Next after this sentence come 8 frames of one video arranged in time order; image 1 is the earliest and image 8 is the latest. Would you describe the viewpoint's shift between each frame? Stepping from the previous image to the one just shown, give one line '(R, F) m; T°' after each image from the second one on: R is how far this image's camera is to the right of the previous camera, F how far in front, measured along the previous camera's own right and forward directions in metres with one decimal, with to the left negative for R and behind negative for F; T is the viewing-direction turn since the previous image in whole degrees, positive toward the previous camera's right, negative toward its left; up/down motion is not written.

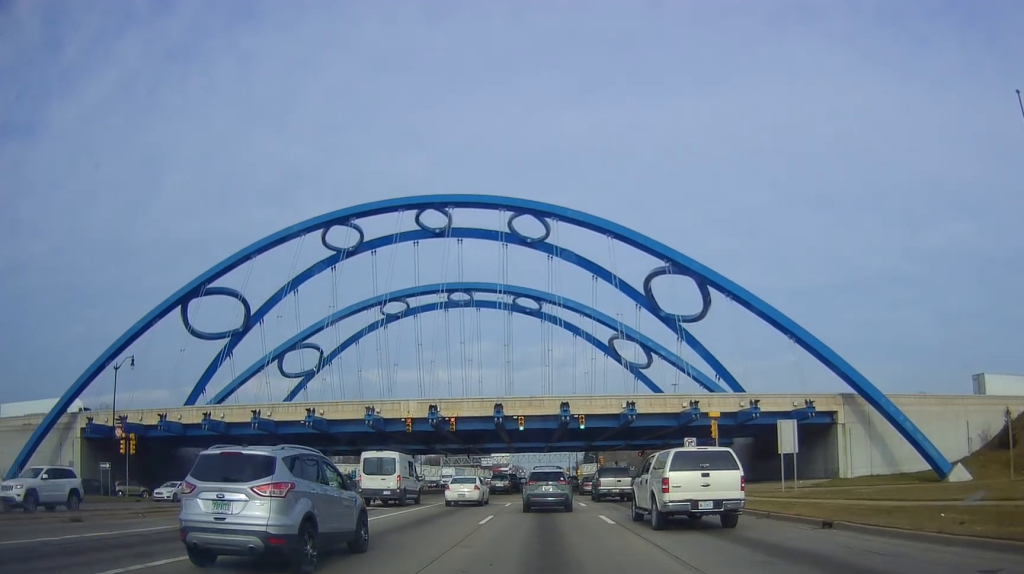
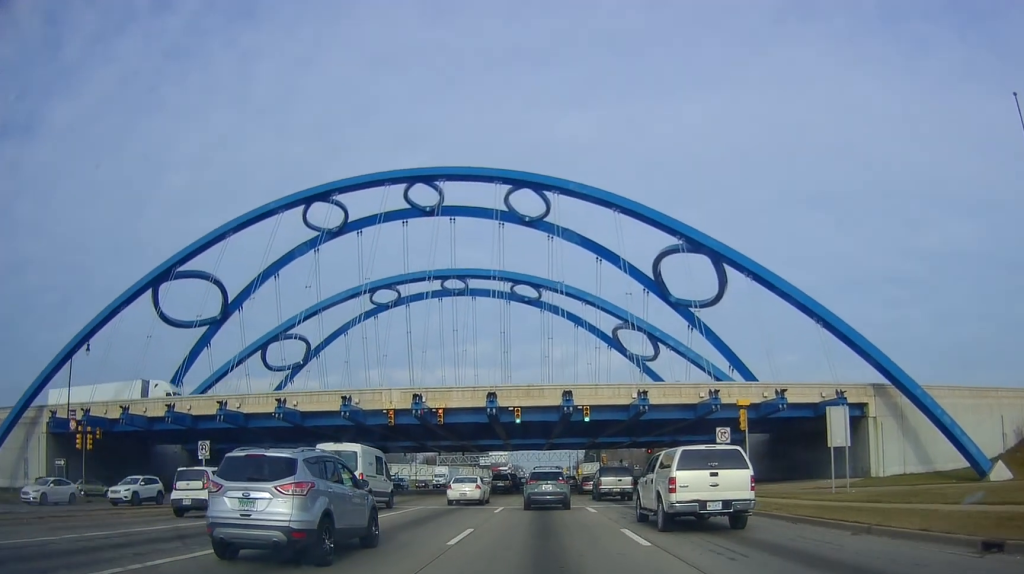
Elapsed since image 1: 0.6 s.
(0.0, +6.2) m; 0°
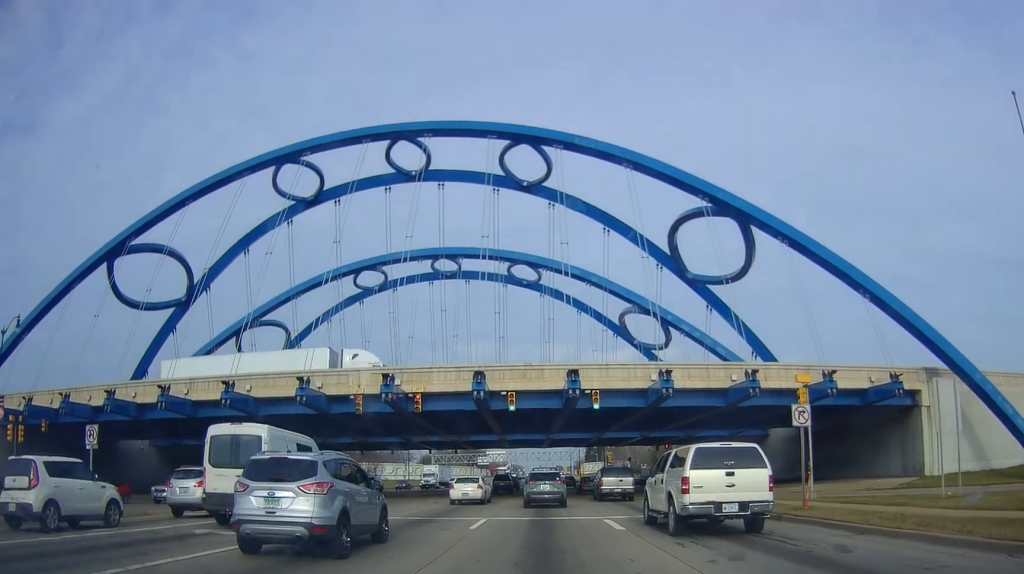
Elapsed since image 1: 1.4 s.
(0.0, +8.3) m; 0°
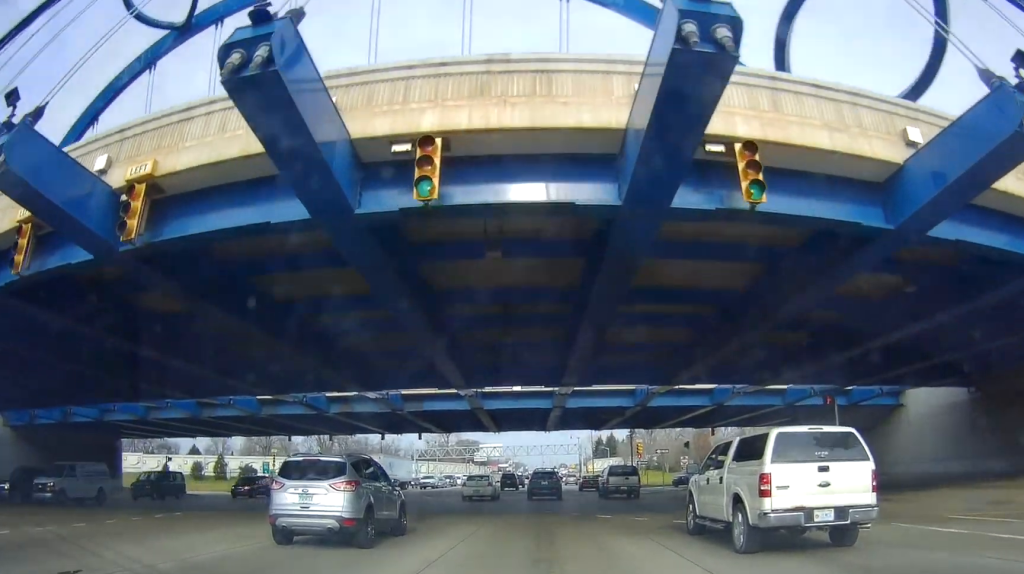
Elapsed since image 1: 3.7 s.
(0.0, +29.9) m; 0°
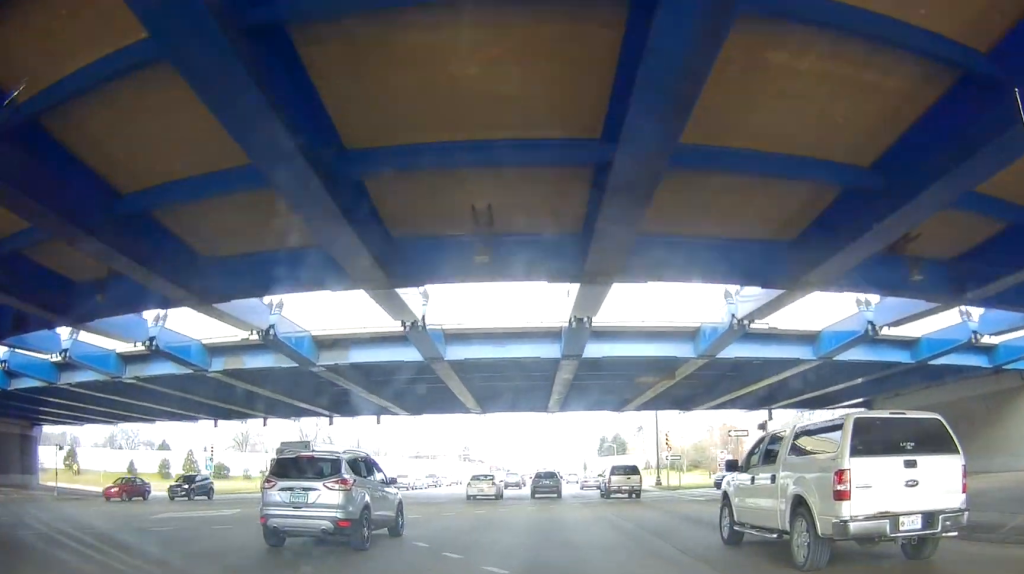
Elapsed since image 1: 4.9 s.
(0.0, +16.3) m; -2°
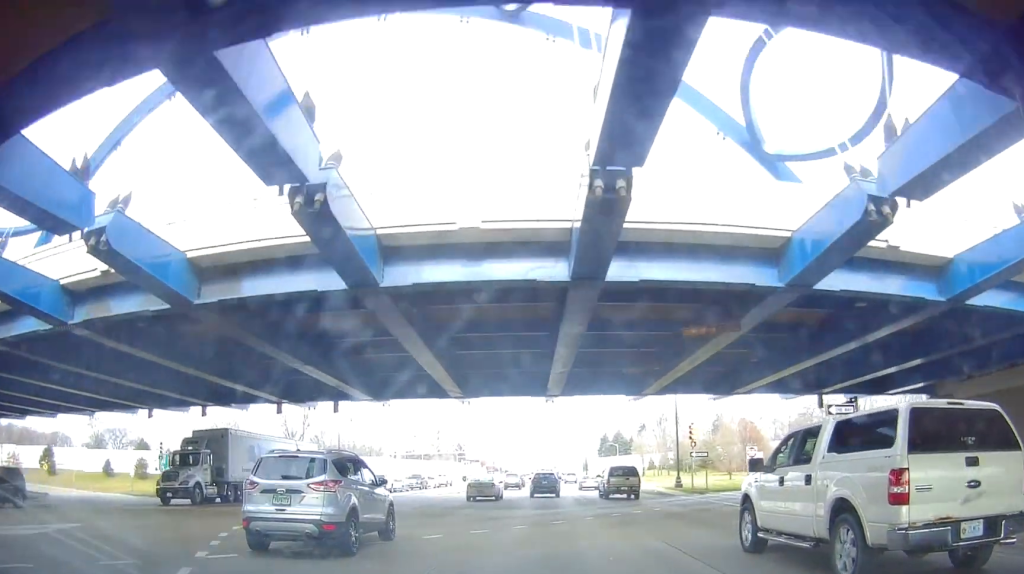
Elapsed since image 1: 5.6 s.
(-0.1, +9.4) m; -2°
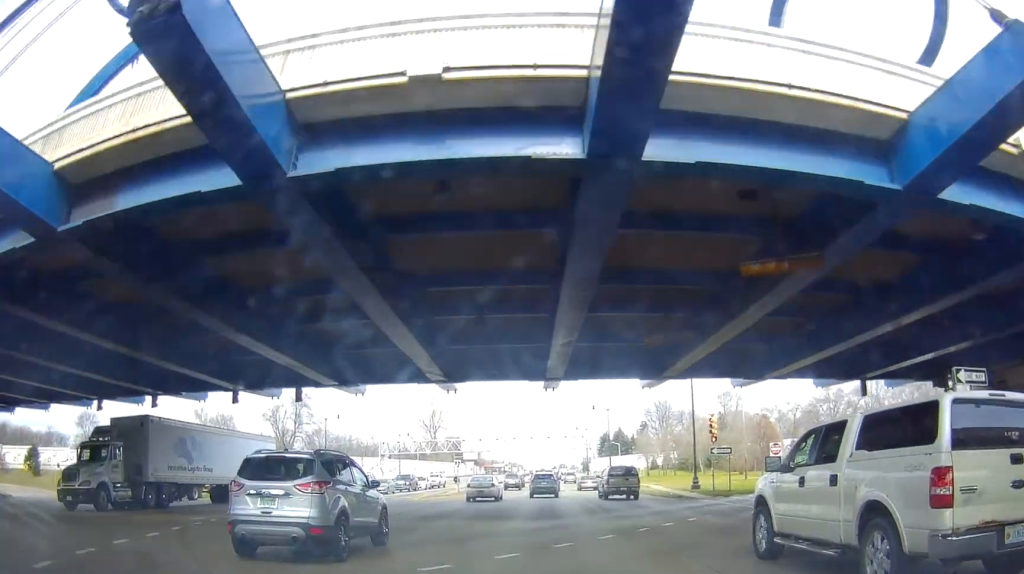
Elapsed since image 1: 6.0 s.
(-0.3, +5.8) m; 0°
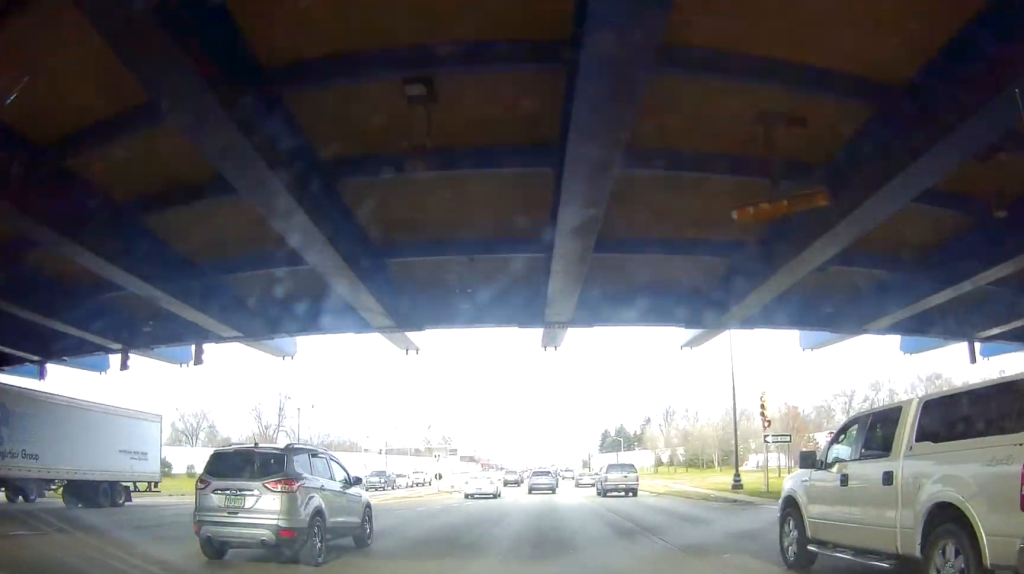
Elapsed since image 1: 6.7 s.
(0.0, +9.8) m; +1°
